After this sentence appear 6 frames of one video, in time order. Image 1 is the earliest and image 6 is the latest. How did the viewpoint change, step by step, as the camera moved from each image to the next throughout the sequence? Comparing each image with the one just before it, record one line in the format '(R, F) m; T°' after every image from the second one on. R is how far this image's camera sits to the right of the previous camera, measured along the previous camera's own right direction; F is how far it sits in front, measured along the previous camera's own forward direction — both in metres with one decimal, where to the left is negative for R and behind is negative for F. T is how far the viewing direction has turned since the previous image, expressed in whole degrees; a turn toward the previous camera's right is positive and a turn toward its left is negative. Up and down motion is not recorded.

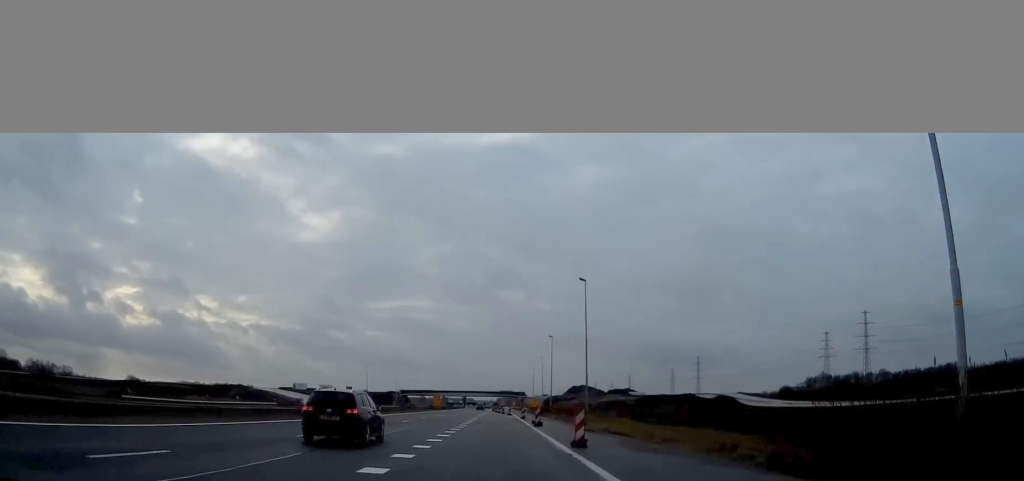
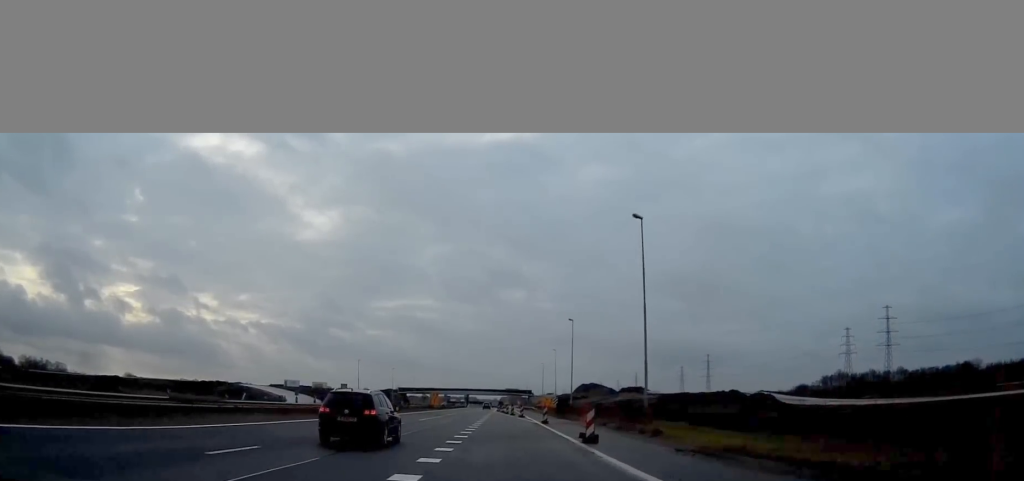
(0.0, +20.9) m; 0°
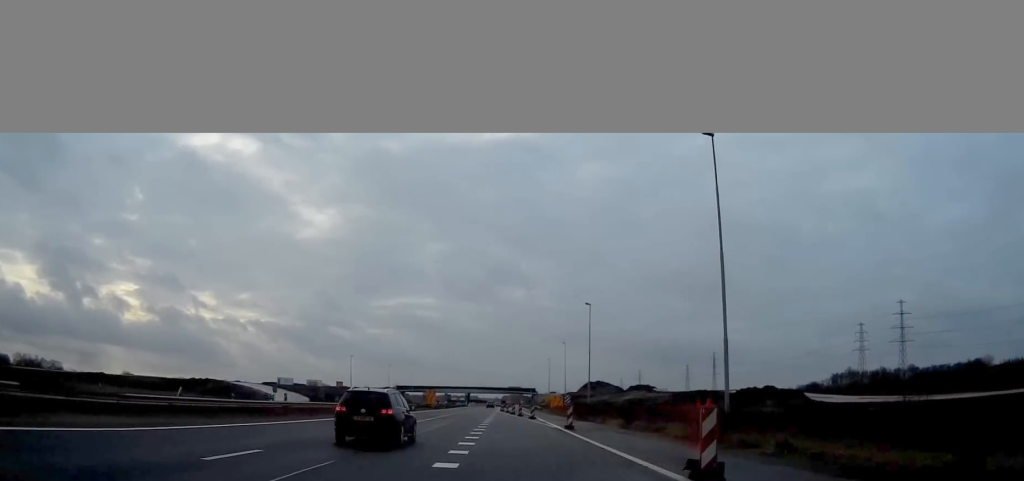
(-0.1, +13.4) m; 0°
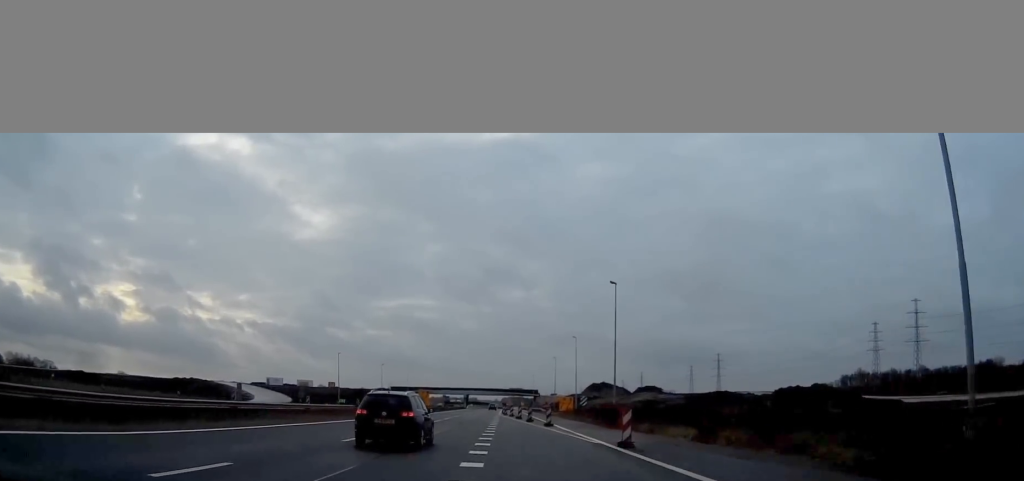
(0.0, +15.2) m; 0°
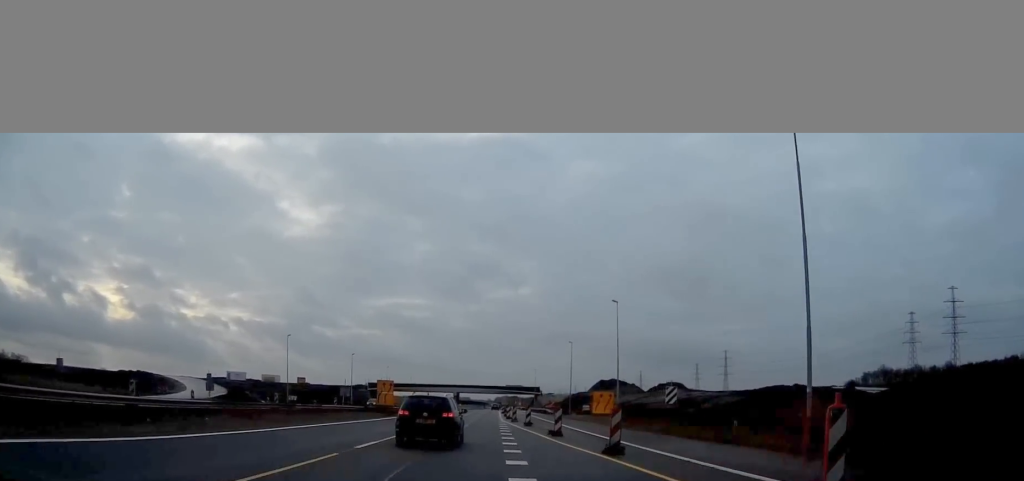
(+0.2, +39.2) m; +1°
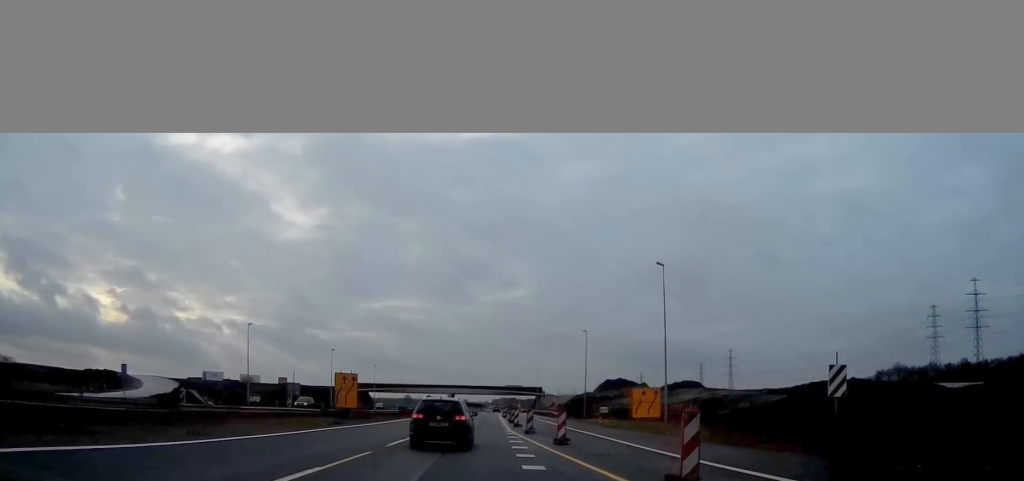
(0.0, +20.5) m; 0°
